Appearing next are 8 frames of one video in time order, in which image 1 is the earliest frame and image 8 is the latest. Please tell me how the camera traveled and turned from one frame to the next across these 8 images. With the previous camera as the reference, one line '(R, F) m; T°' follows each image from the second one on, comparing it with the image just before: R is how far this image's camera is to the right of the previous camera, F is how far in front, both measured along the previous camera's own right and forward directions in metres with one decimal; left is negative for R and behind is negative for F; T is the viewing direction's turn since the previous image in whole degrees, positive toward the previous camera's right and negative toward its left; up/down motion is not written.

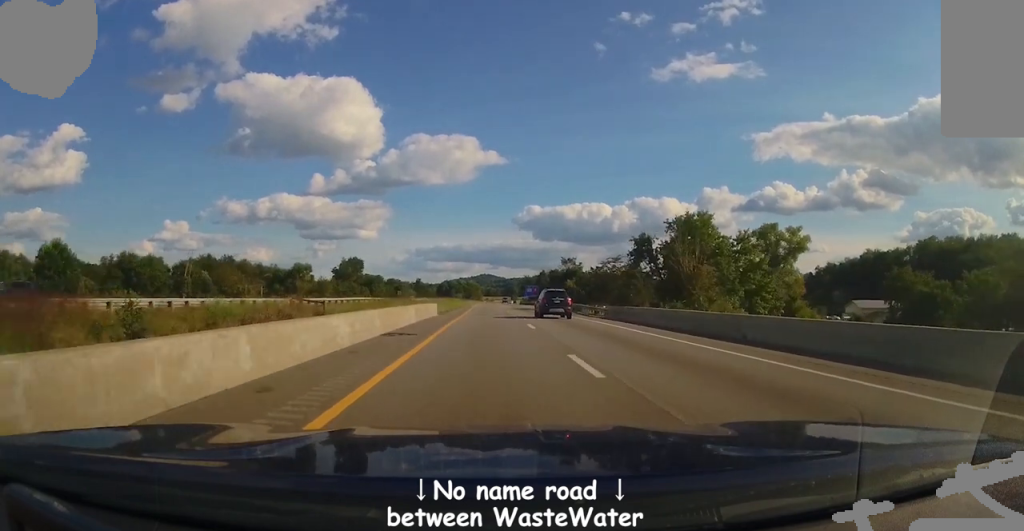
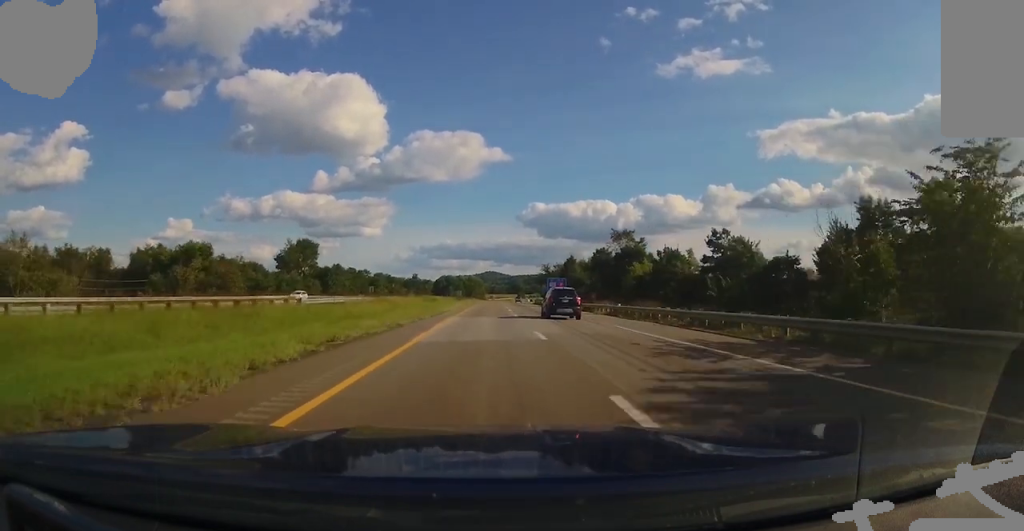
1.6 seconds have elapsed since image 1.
(+1.7, +53.3) m; +3°
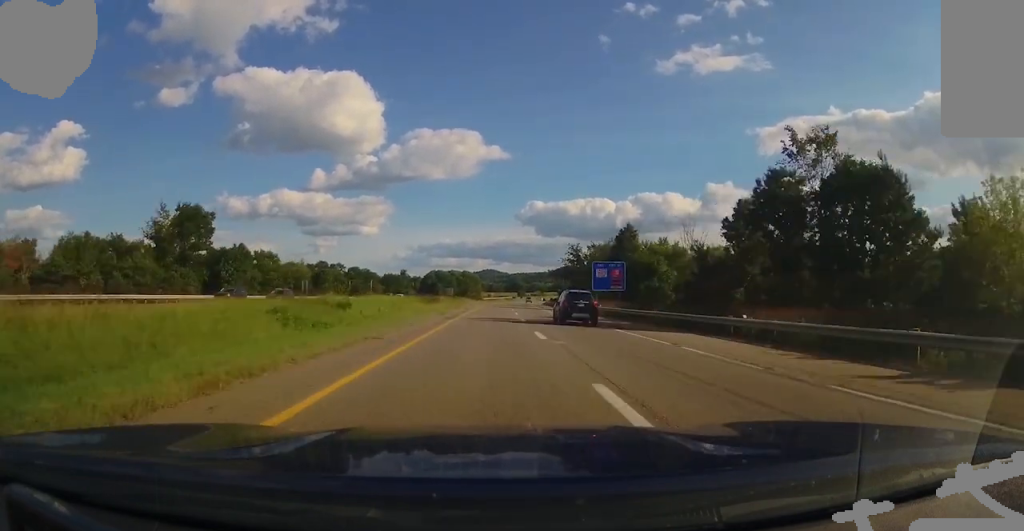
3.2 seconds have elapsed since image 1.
(0.0, +52.6) m; 0°
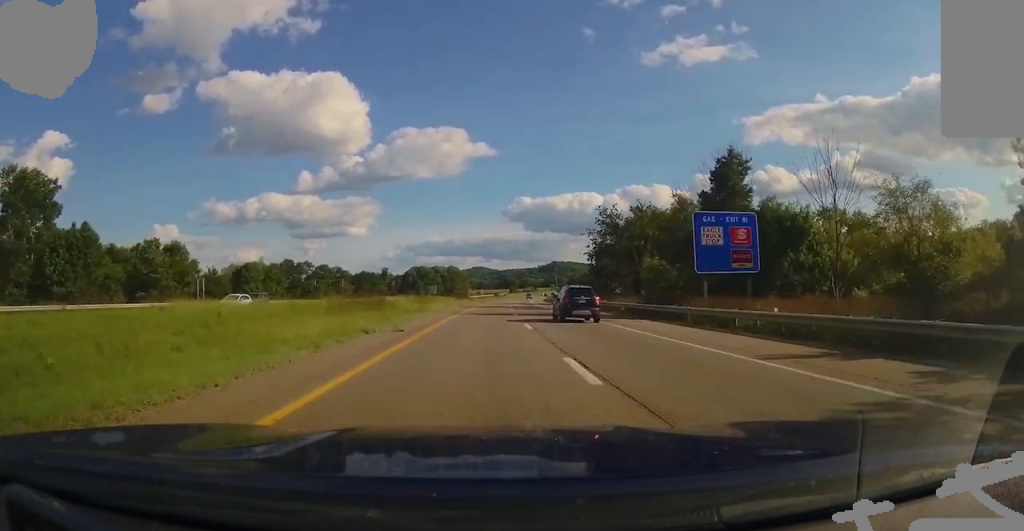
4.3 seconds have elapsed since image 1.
(0.0, +33.8) m; 0°
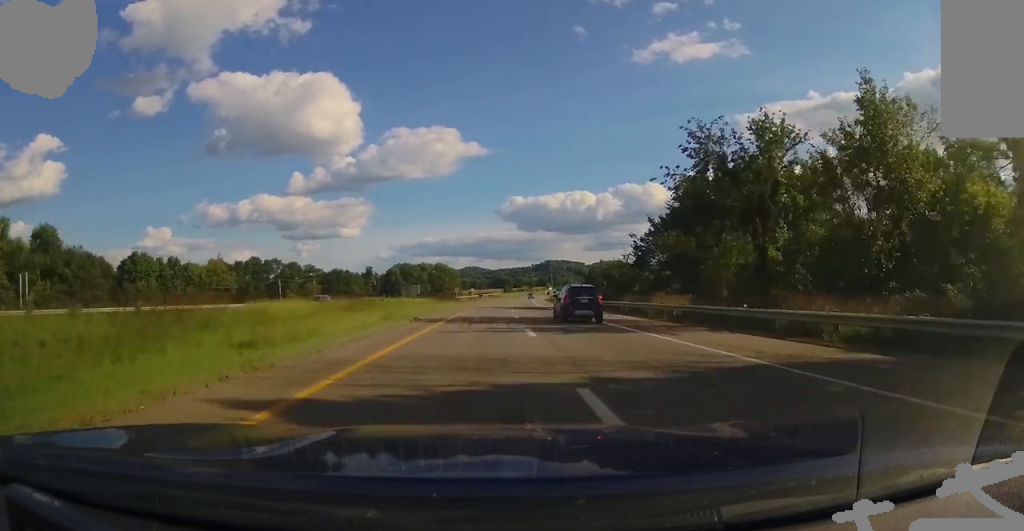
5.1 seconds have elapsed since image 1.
(0.0, +28.2) m; 0°
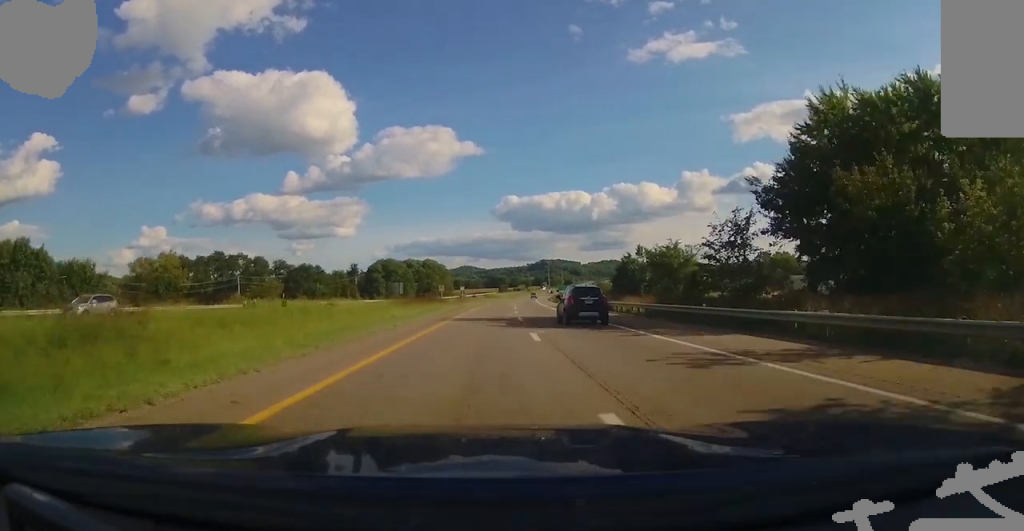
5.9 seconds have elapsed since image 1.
(0.0, +26.0) m; 0°
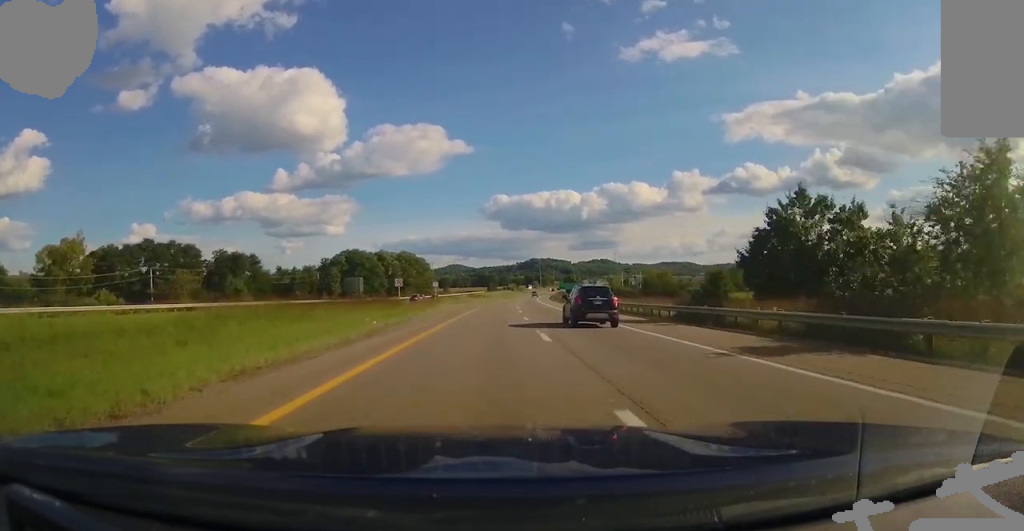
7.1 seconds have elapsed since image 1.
(0.0, +36.8) m; 0°
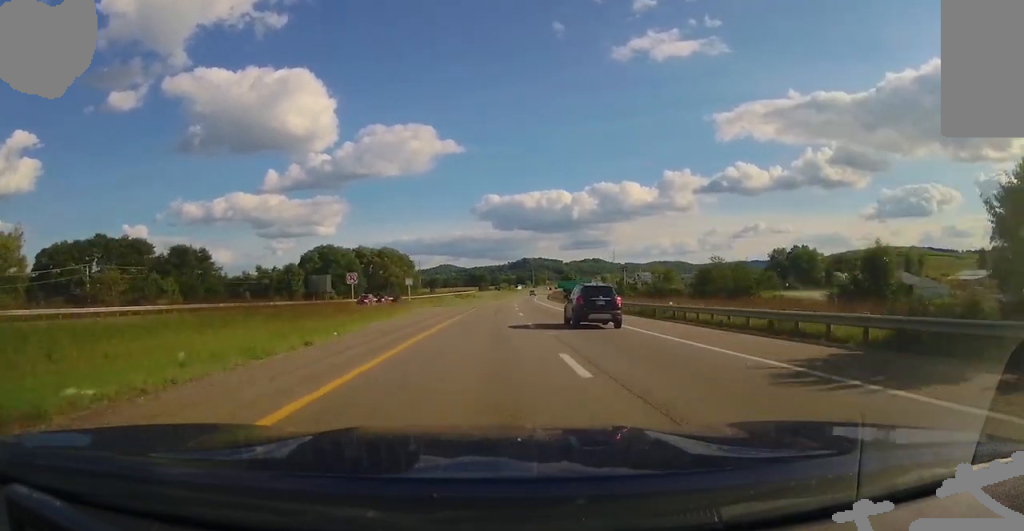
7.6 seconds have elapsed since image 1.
(0.0, +18.4) m; 0°
